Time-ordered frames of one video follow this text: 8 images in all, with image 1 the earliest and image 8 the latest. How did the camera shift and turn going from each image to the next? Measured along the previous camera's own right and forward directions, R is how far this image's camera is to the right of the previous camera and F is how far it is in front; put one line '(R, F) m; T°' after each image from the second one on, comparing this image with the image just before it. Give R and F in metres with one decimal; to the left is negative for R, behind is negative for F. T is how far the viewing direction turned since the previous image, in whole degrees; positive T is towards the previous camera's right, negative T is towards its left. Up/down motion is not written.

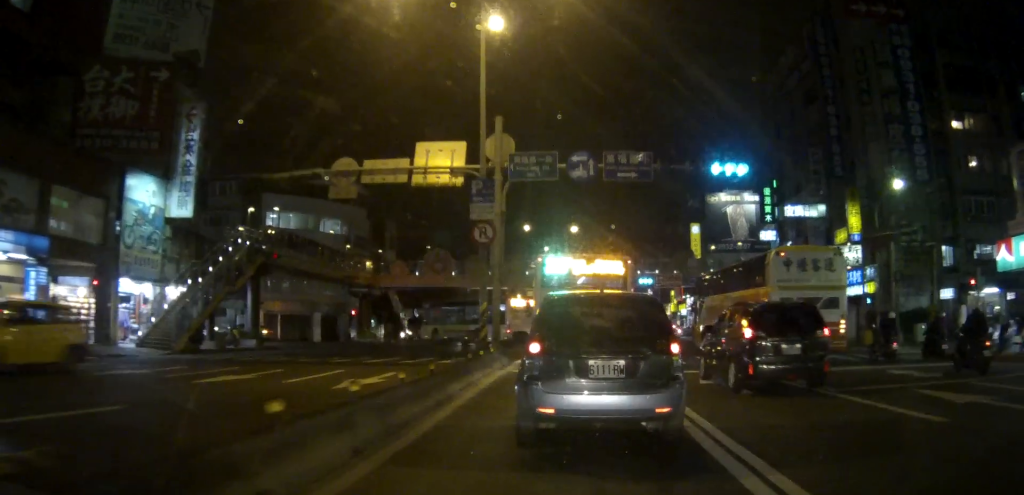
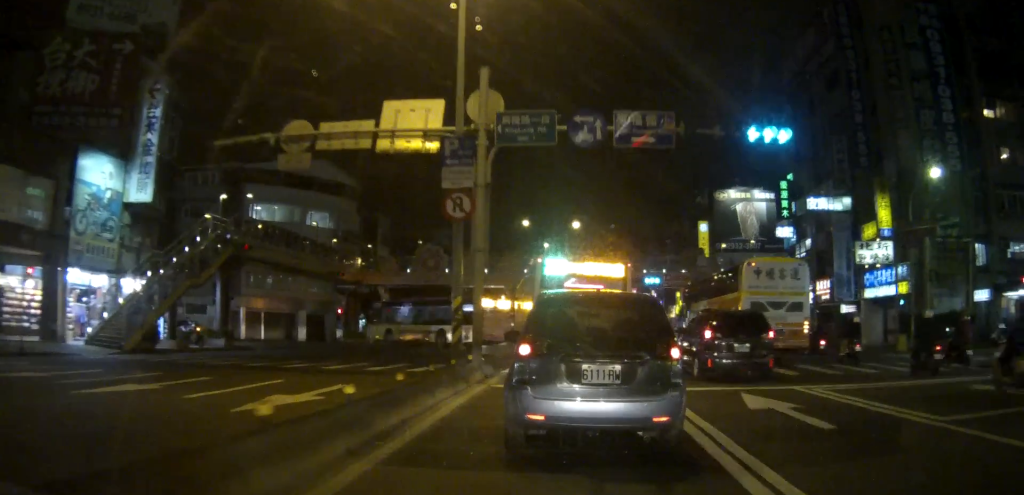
(0.0, +4.4) m; +1°
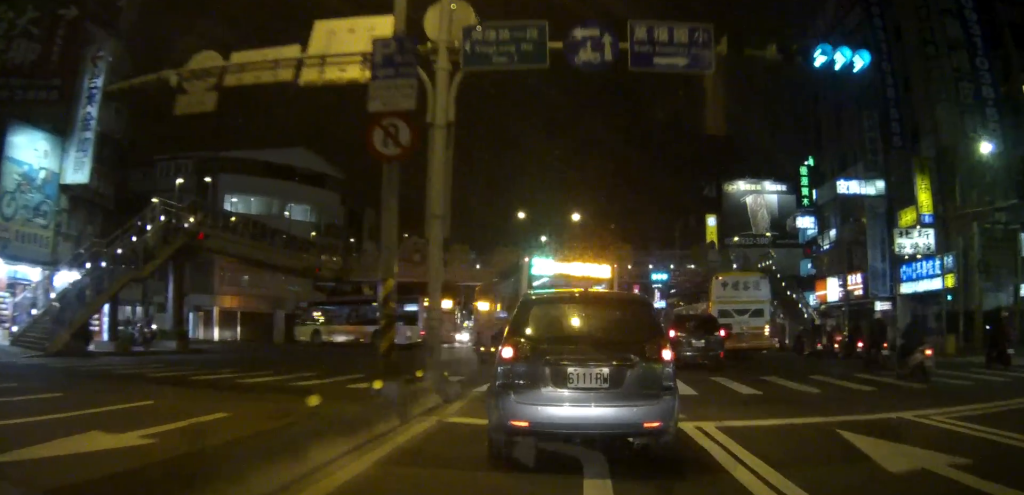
(0.0, +5.4) m; 0°
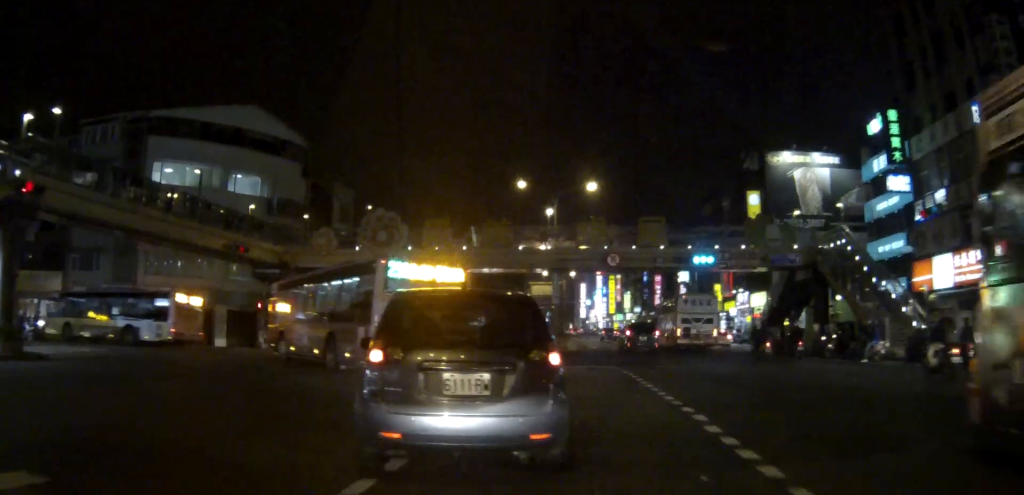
(-0.3, +14.4) m; -4°
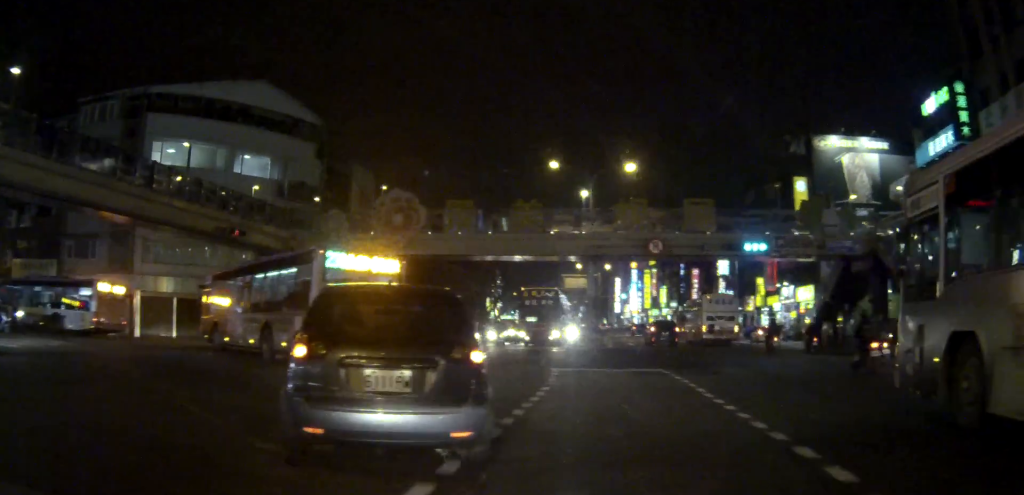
(-0.1, +4.6) m; -3°
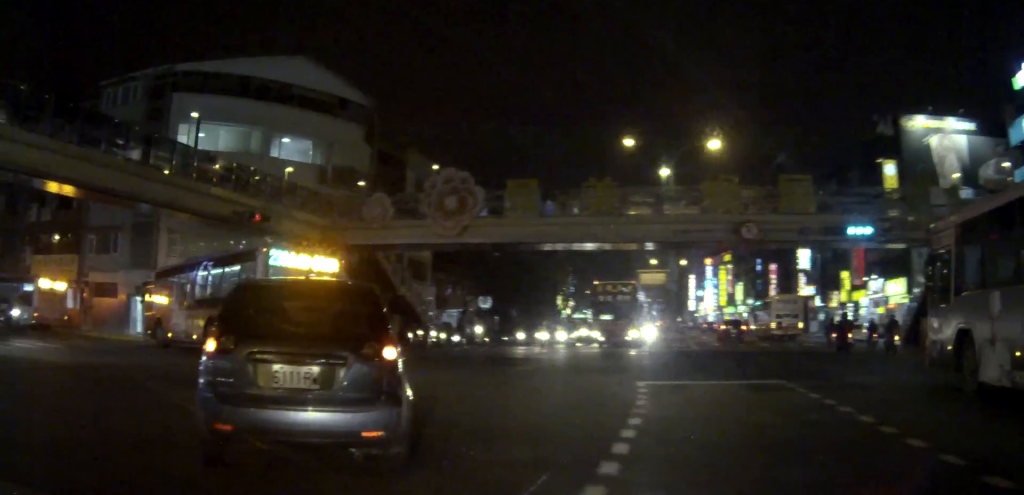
(-0.2, +5.2) m; -4°
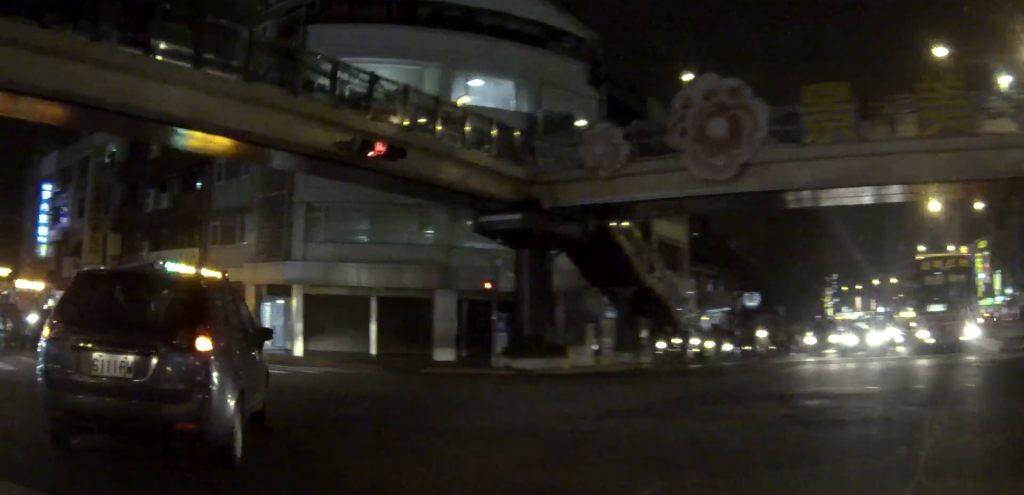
(-1.3, +12.5) m; -16°
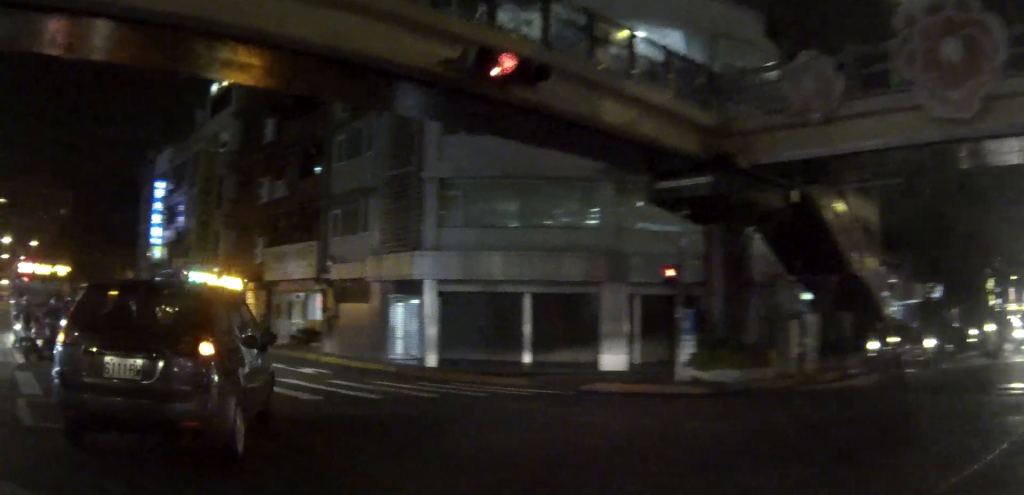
(-0.6, +5.6) m; -13°
